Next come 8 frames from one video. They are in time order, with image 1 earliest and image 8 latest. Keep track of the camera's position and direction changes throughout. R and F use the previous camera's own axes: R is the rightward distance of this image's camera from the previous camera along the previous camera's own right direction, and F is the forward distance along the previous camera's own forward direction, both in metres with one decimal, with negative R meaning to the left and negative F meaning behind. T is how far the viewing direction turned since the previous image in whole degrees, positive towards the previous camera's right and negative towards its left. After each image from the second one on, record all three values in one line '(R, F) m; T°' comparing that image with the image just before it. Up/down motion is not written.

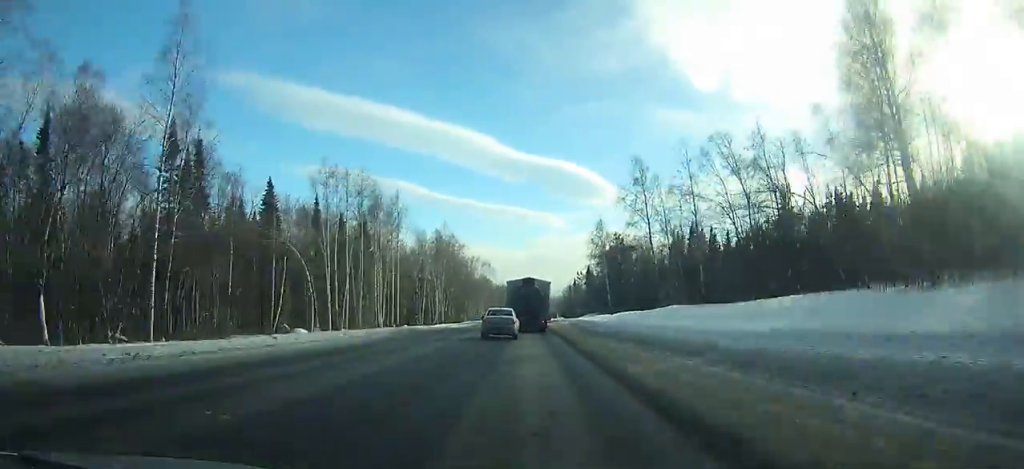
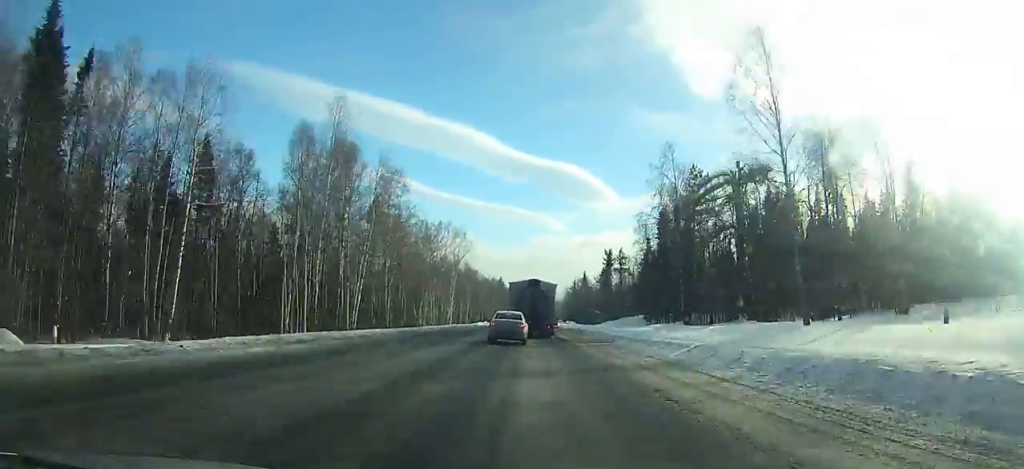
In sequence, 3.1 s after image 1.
(-0.1, +59.7) m; 0°
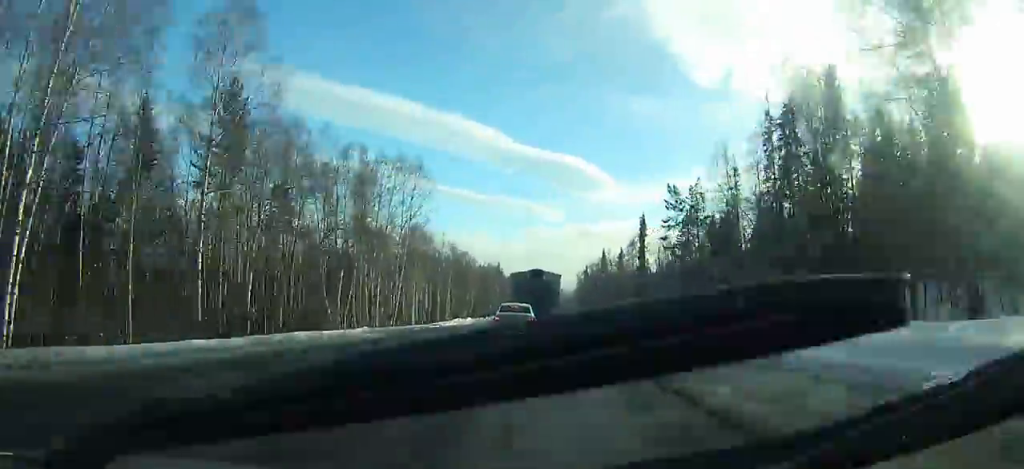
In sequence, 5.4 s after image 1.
(+0.1, +43.9) m; 0°
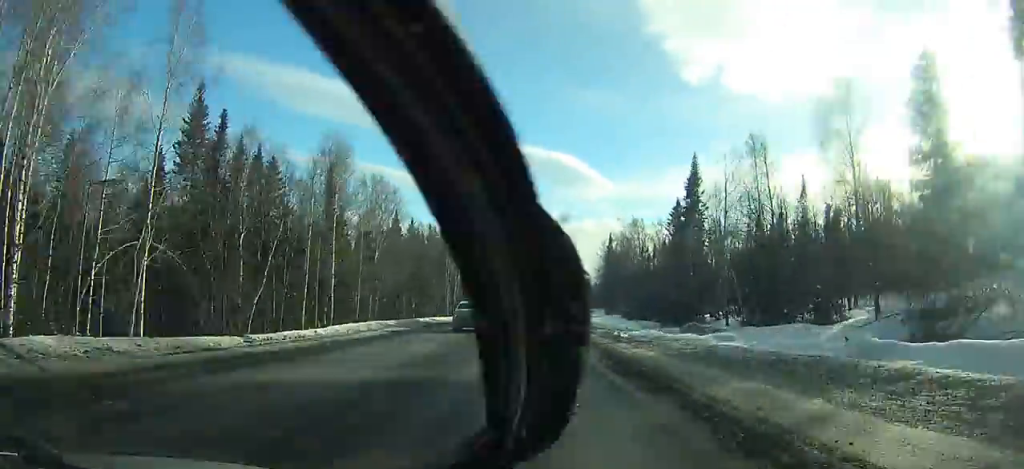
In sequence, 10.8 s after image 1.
(+0.3, +101.7) m; +1°
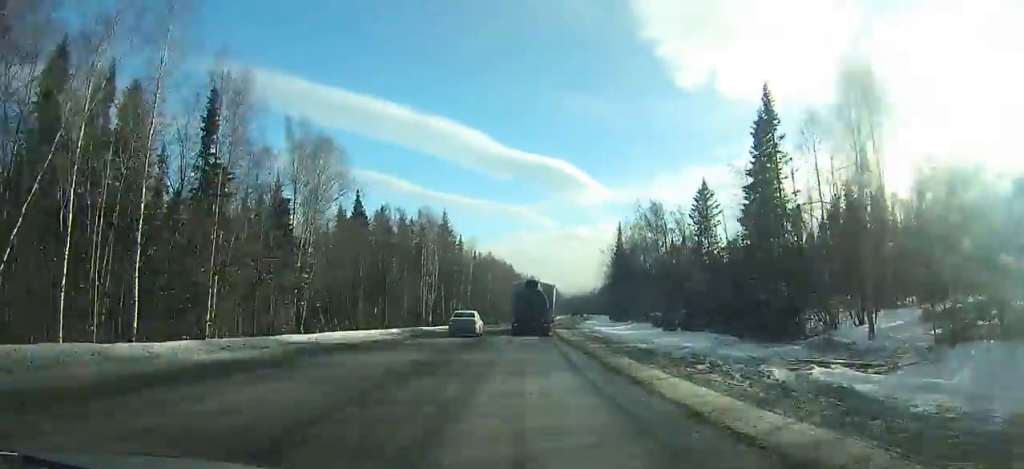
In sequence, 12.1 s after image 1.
(0.0, +24.7) m; +1°
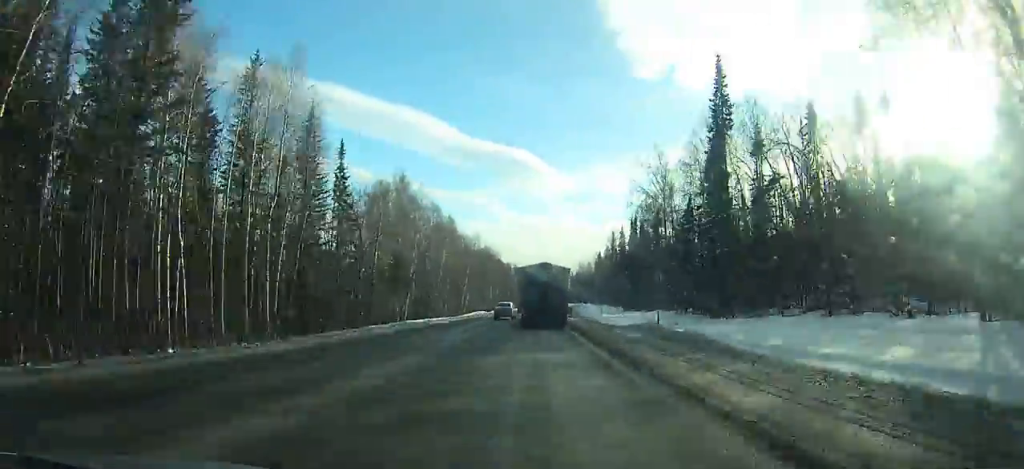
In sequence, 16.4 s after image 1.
(+1.8, +83.3) m; +3°
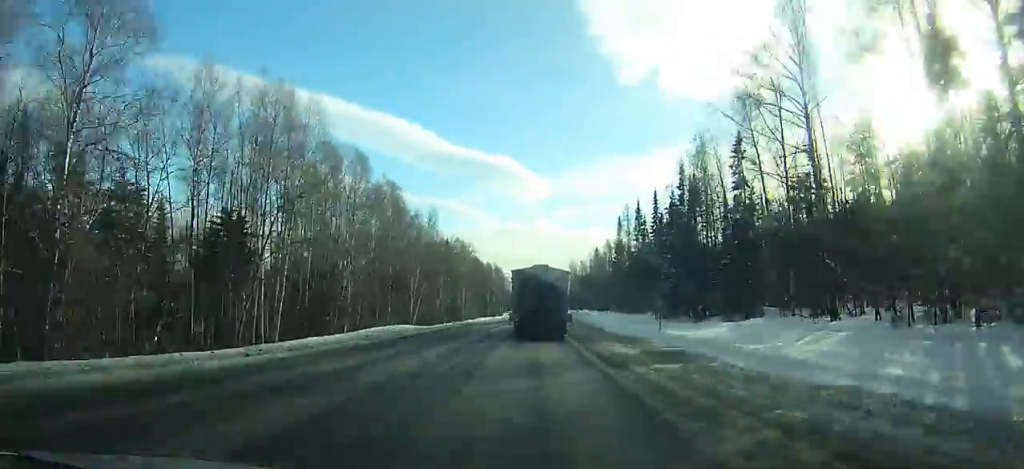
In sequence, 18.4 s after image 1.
(+0.9, +39.6) m; +2°
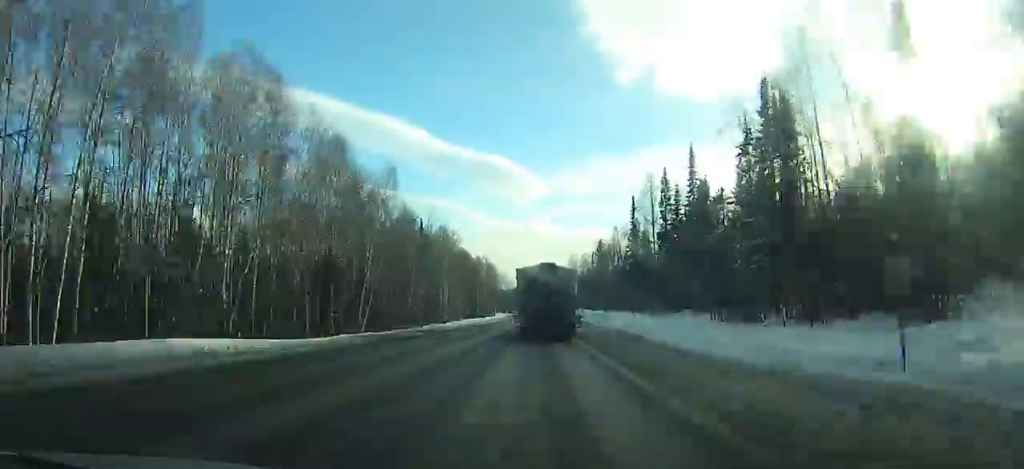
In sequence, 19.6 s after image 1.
(+0.1, +23.7) m; +1°
